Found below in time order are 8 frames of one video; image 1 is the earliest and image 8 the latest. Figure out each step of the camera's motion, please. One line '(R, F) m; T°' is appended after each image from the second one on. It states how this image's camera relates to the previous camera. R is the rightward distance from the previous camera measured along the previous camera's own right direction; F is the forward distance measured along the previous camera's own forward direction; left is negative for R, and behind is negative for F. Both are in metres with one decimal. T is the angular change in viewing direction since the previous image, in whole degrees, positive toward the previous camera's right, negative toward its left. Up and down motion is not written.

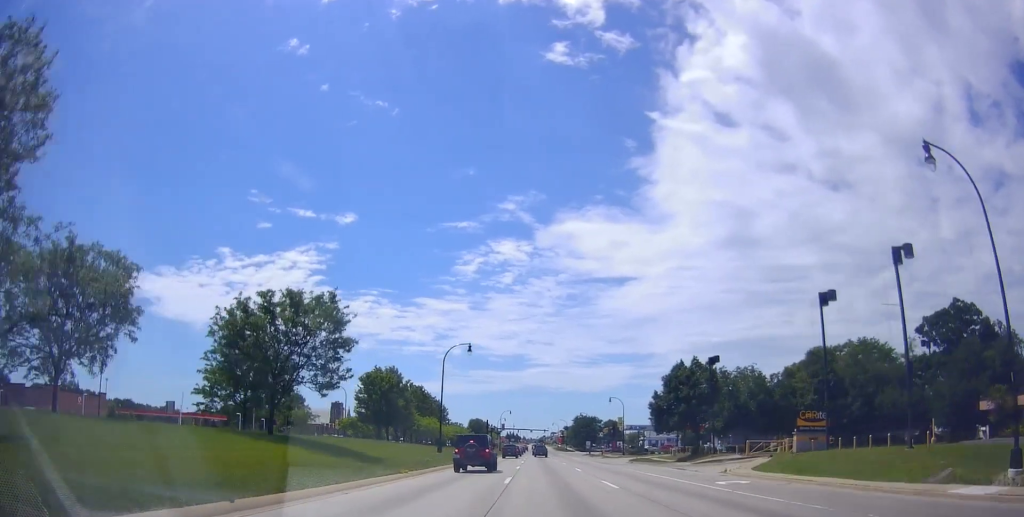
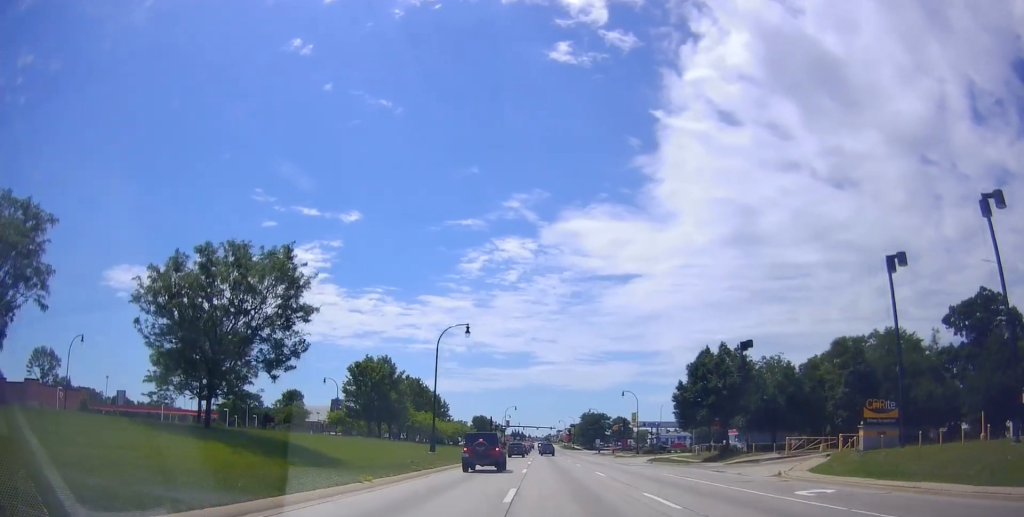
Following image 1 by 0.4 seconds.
(0.0, +6.9) m; -1°
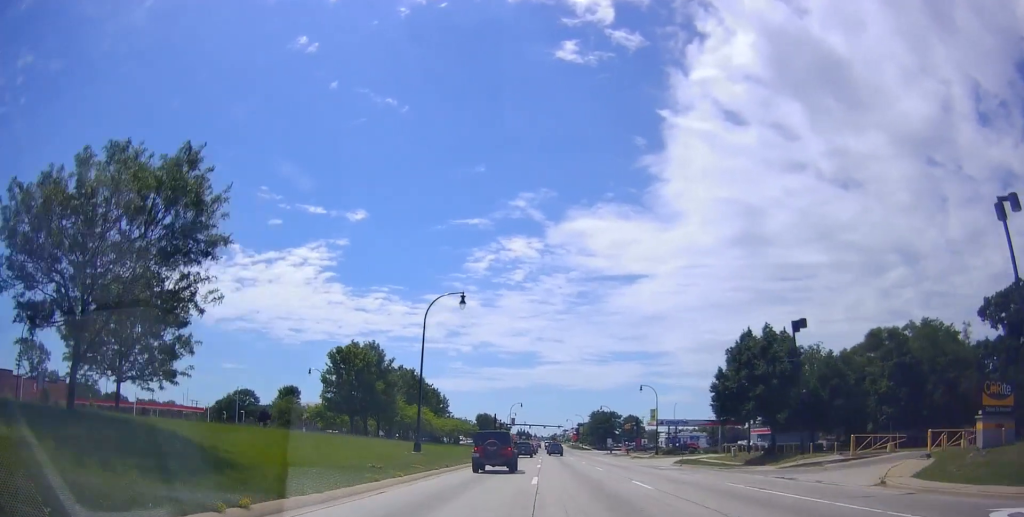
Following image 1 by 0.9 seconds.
(-0.1, +8.6) m; -1°
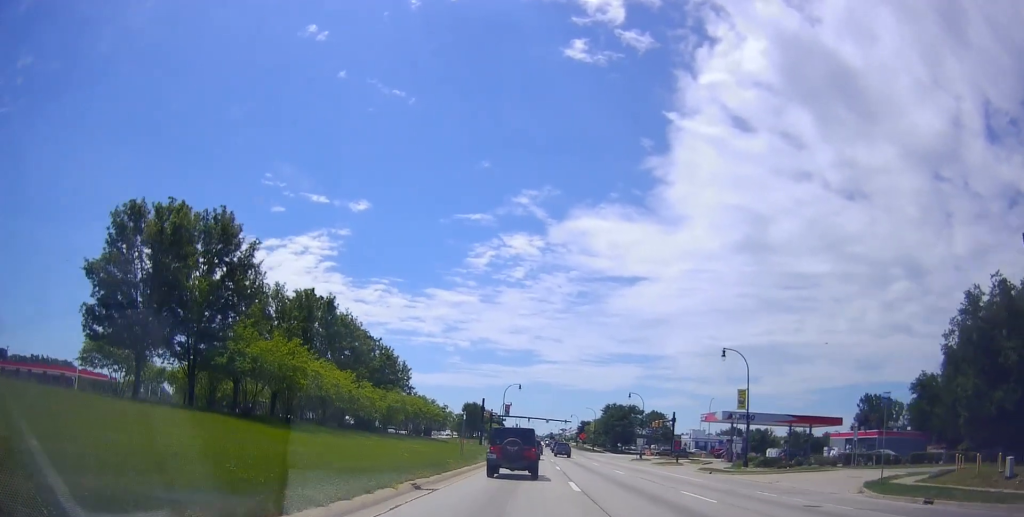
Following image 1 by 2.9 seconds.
(-0.2, +33.8) m; +2°
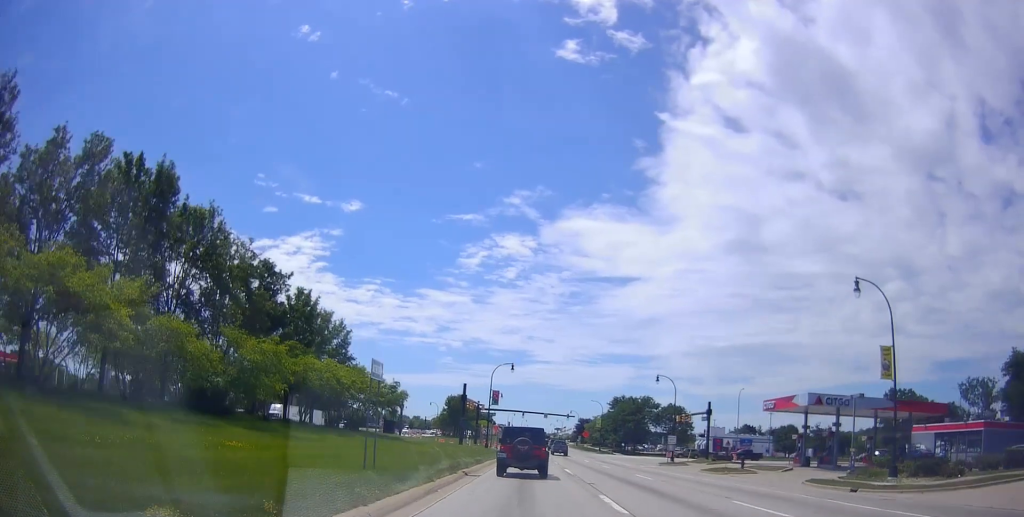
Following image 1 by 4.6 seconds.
(+0.2, +23.6) m; -3°
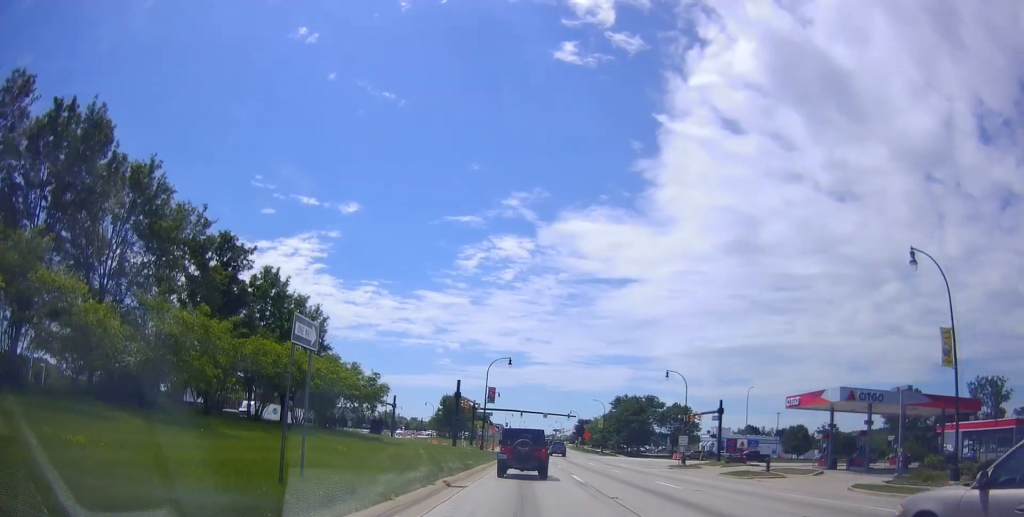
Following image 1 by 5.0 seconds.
(-0.2, +5.3) m; 0°
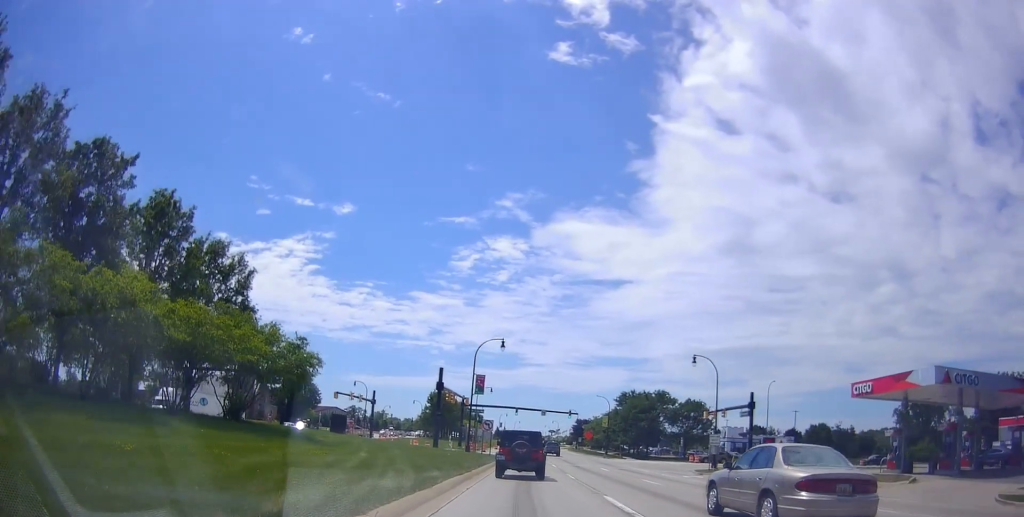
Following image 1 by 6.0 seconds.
(-0.1, +11.4) m; +1°
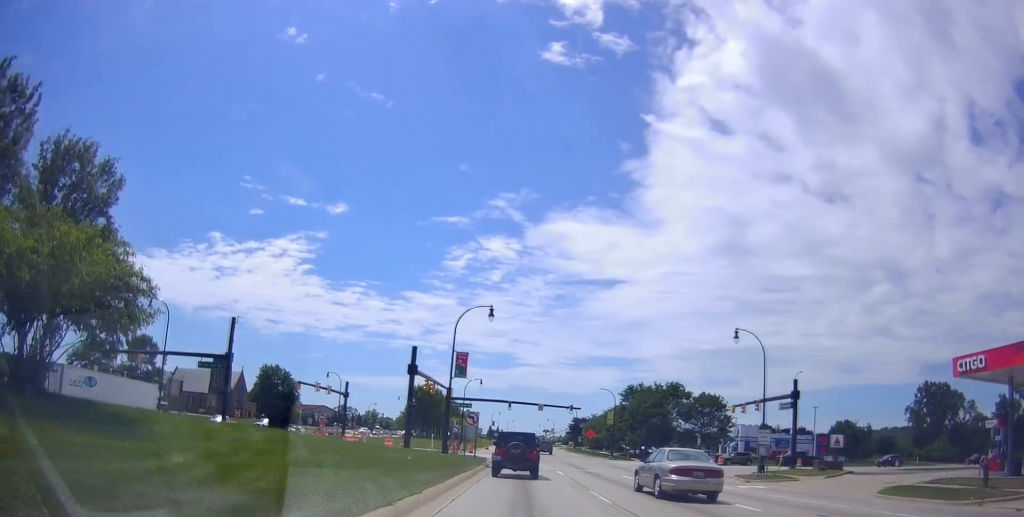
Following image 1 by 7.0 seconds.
(+0.4, +11.2) m; +3°
